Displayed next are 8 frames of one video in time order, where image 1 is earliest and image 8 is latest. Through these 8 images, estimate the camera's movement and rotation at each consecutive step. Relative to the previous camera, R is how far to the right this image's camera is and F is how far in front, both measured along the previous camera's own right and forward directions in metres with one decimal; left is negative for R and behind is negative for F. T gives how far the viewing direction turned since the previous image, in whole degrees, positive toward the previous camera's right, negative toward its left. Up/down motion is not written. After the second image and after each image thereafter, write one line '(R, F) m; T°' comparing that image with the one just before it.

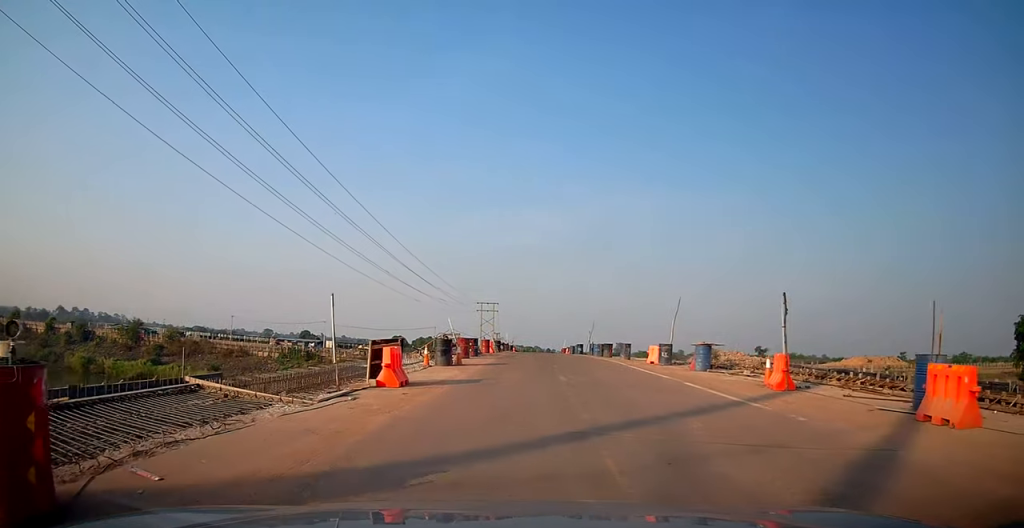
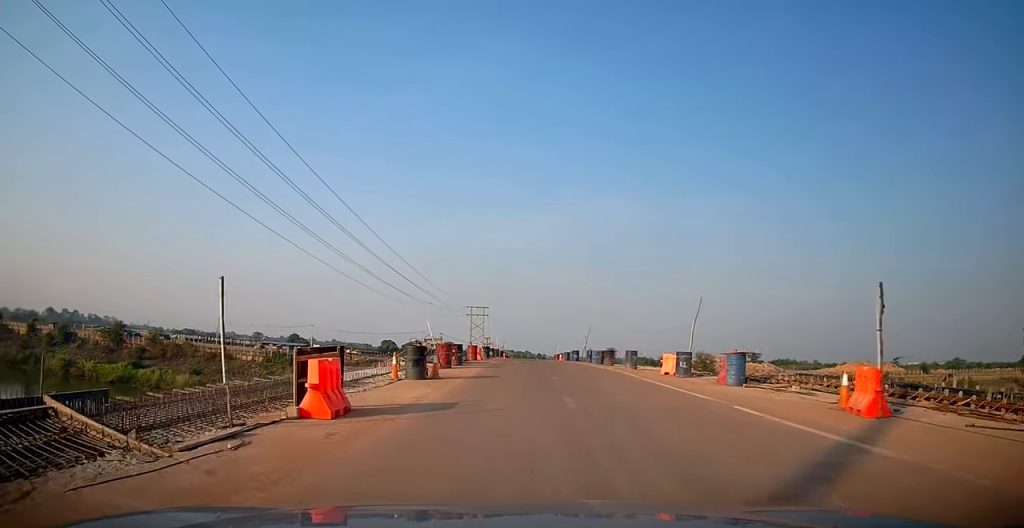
(+0.3, +3.8) m; 0°
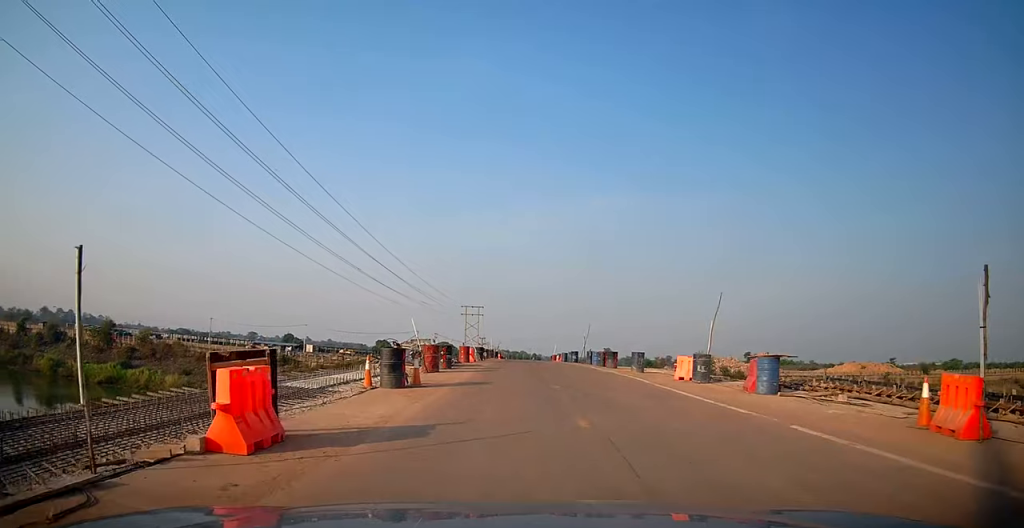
(-0.2, +2.4) m; +1°
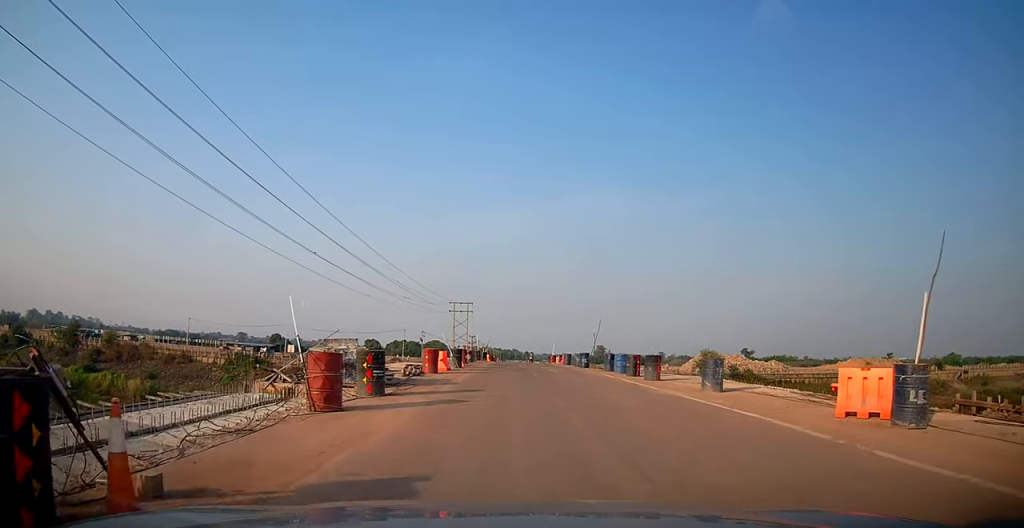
(+0.6, +10.3) m; +3°
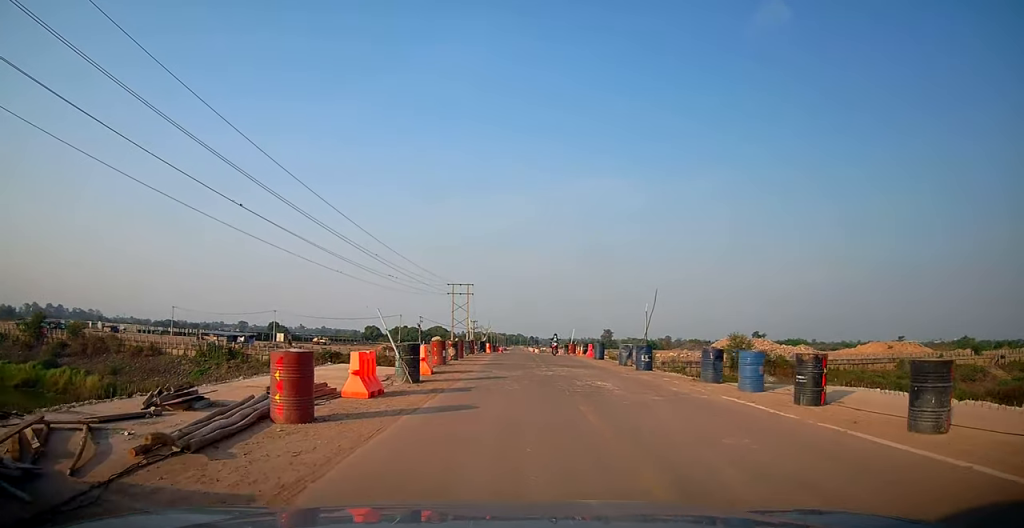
(-1.0, +13.7) m; -2°
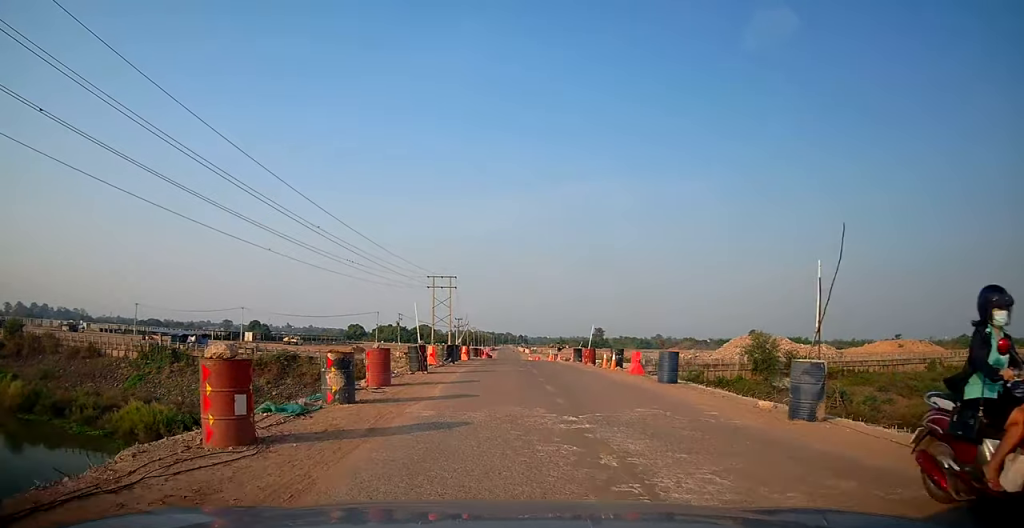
(0.0, +15.7) m; +1°
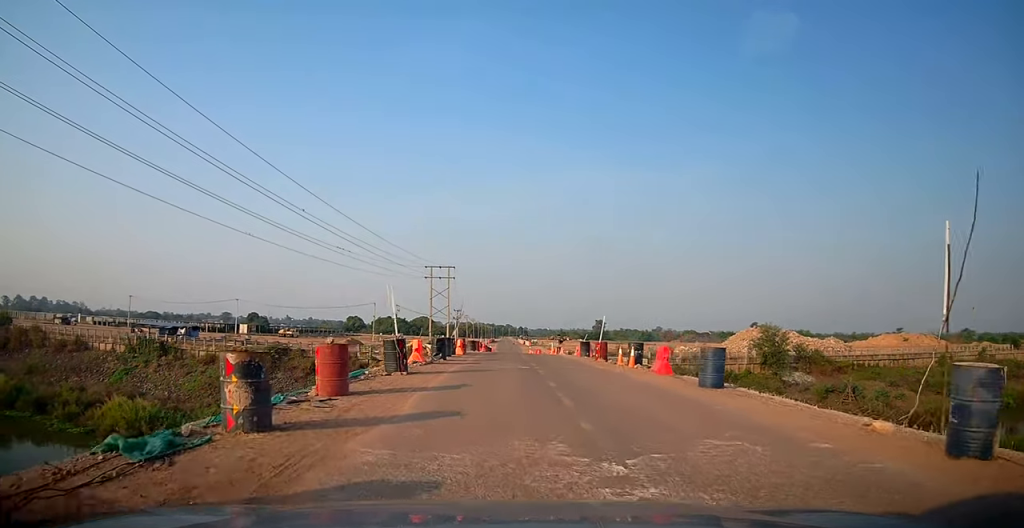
(+0.2, +3.6) m; 0°
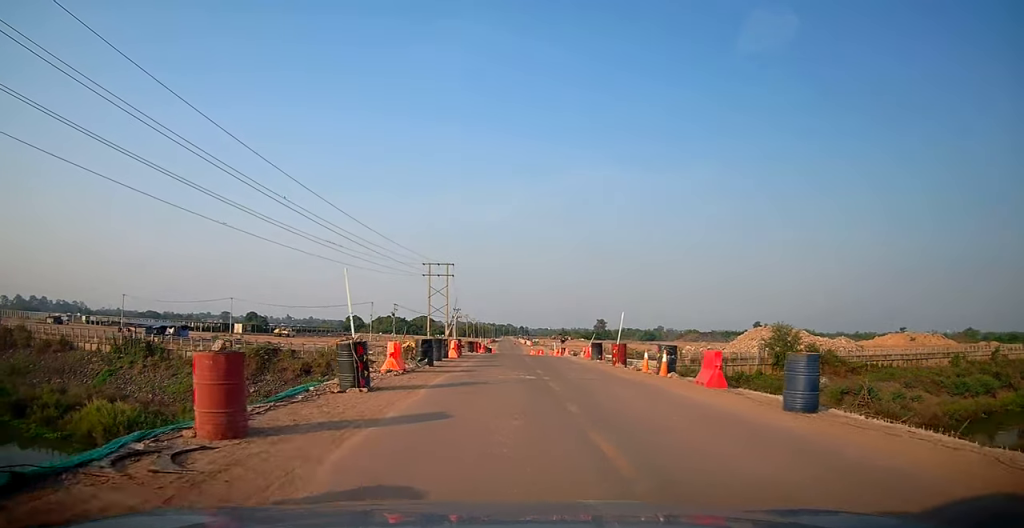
(+0.2, +4.1) m; 0°
